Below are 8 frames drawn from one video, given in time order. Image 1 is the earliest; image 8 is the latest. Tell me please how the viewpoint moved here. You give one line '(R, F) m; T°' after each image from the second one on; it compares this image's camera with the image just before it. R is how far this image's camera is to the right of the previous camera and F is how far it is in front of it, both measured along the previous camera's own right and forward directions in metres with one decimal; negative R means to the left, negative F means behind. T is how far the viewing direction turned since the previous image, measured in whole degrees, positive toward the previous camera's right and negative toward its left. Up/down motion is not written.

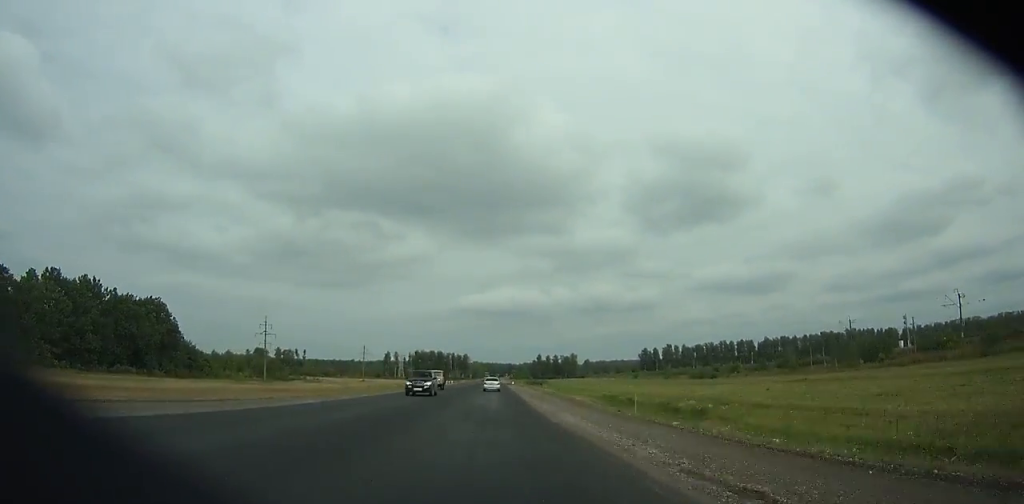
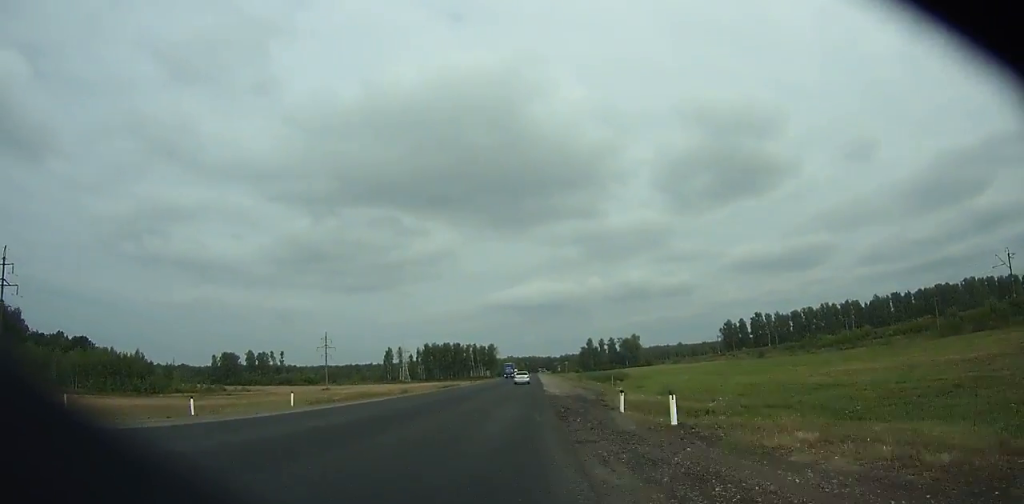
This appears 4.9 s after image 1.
(+0.7, +120.3) m; 0°
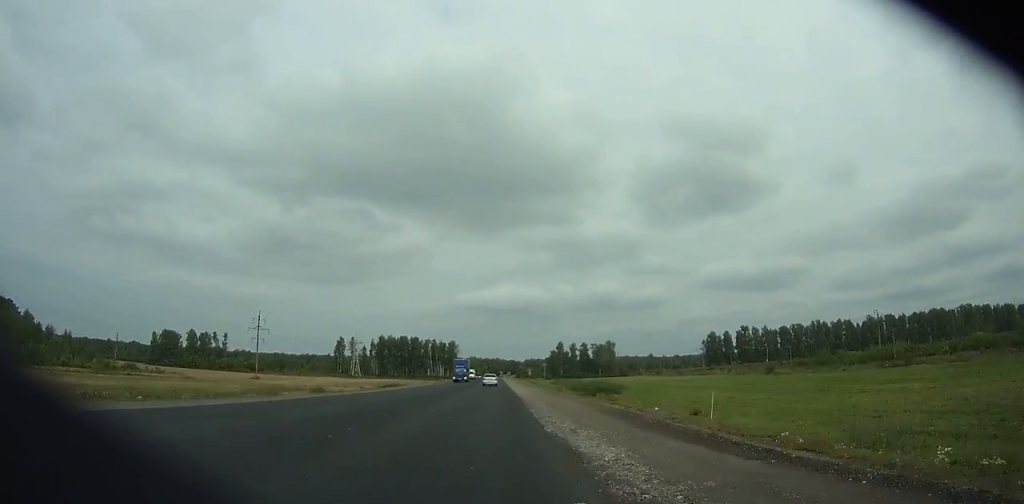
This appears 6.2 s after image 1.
(-0.2, +31.6) m; 0°
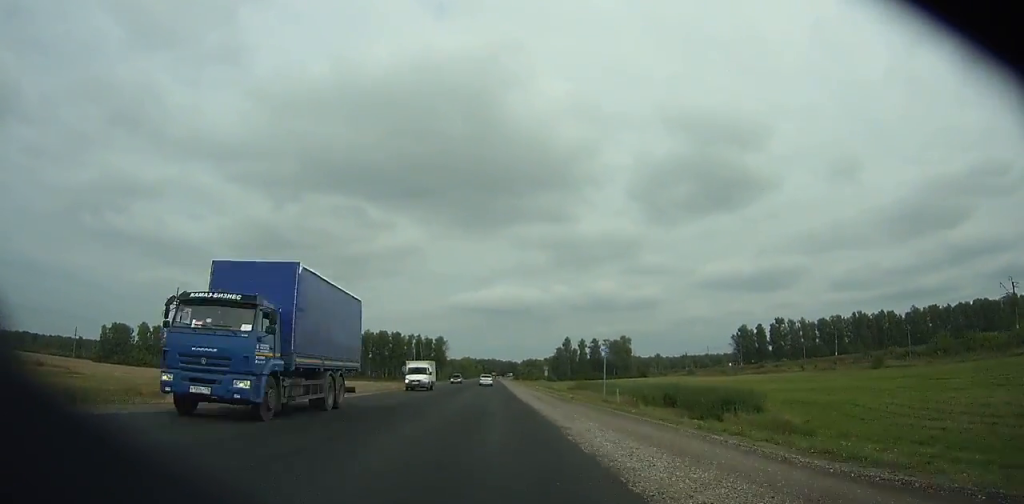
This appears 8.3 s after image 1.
(-0.2, +50.3) m; 0°
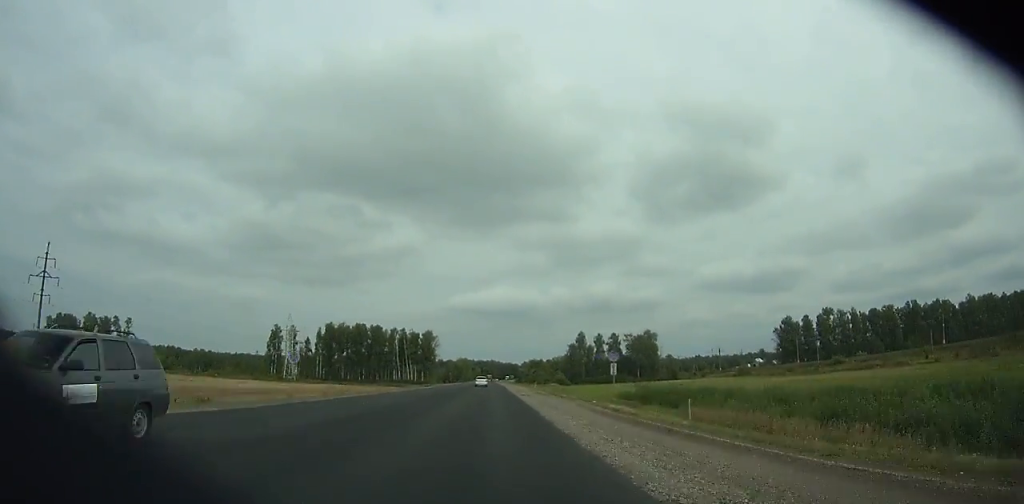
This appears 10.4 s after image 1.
(-0.2, +49.3) m; 0°
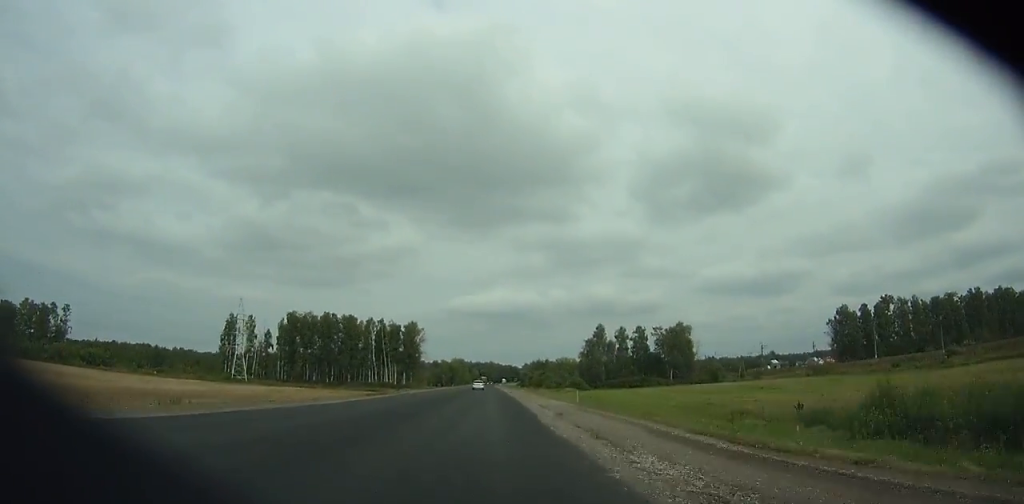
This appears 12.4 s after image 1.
(+0.1, +44.2) m; 0°
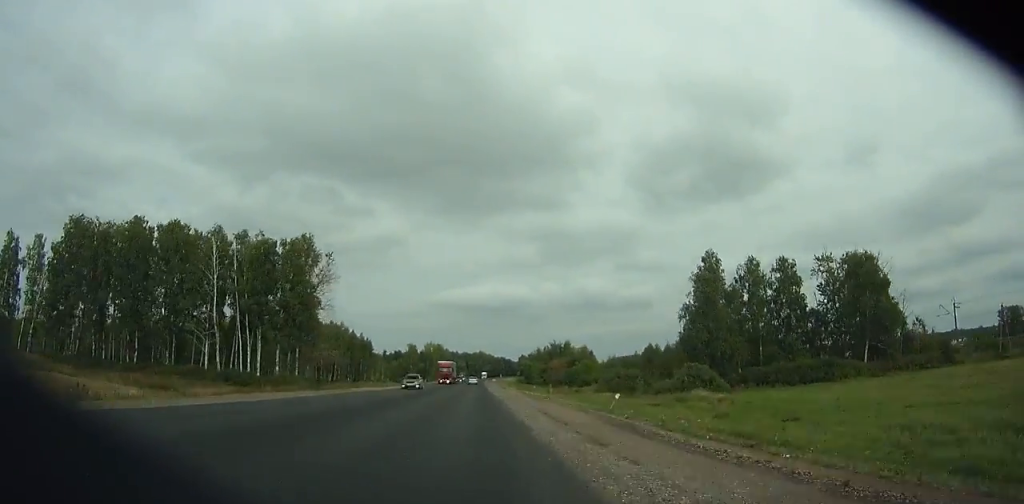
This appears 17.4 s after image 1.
(+0.5, +96.4) m; +1°
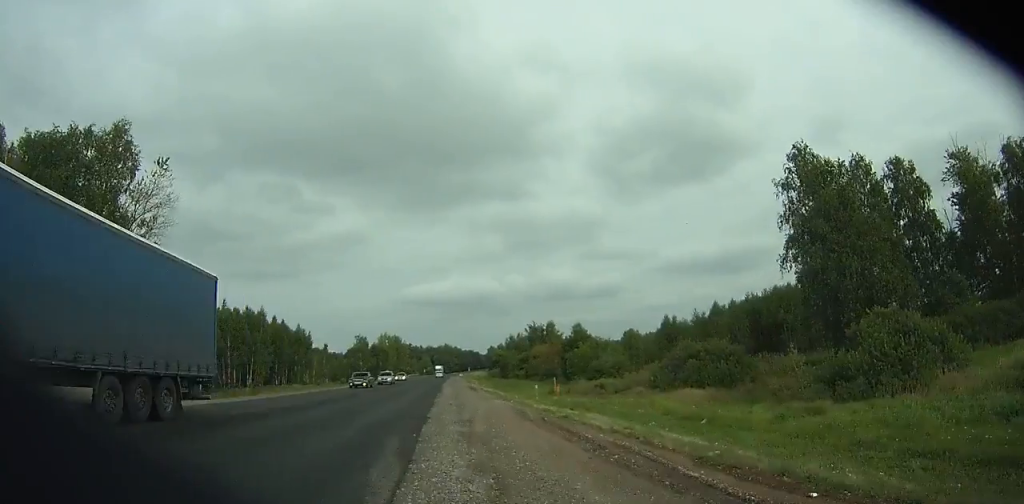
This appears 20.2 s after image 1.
(+0.3, +39.4) m; +1°
